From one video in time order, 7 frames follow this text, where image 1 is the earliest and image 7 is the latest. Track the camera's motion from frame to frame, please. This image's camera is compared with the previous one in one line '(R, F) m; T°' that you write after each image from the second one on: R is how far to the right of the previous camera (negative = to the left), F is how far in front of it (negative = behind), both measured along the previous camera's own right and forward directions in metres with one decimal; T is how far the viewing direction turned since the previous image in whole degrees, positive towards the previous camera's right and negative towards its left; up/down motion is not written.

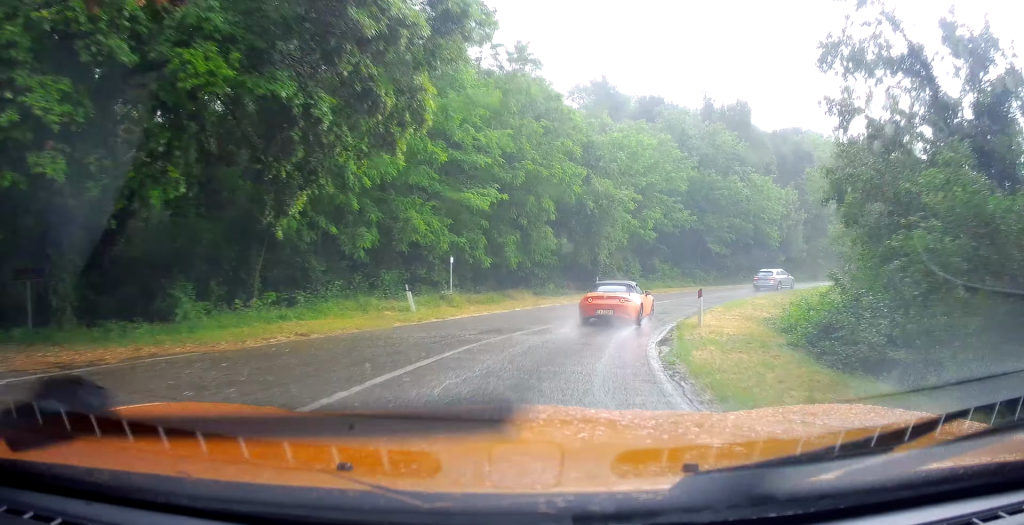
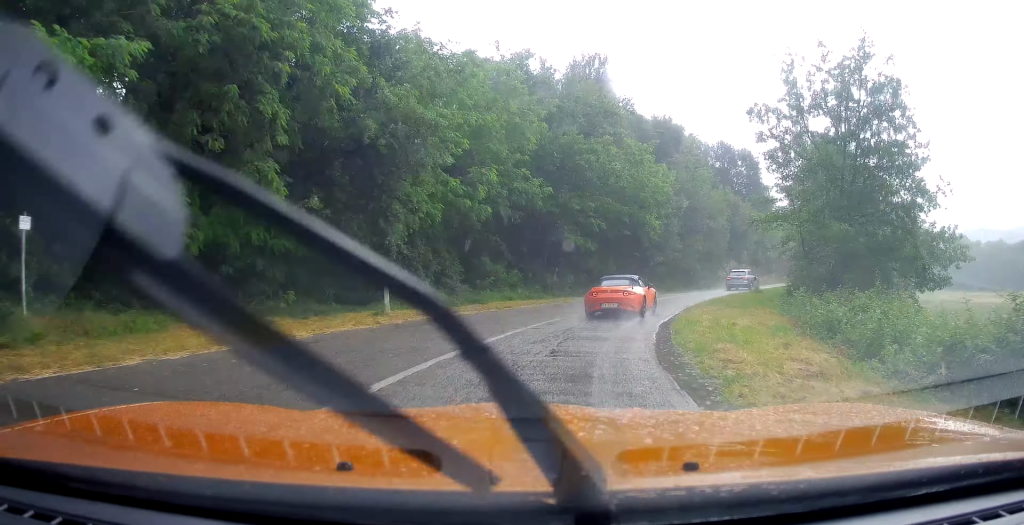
(-0.4, +16.8) m; -4°
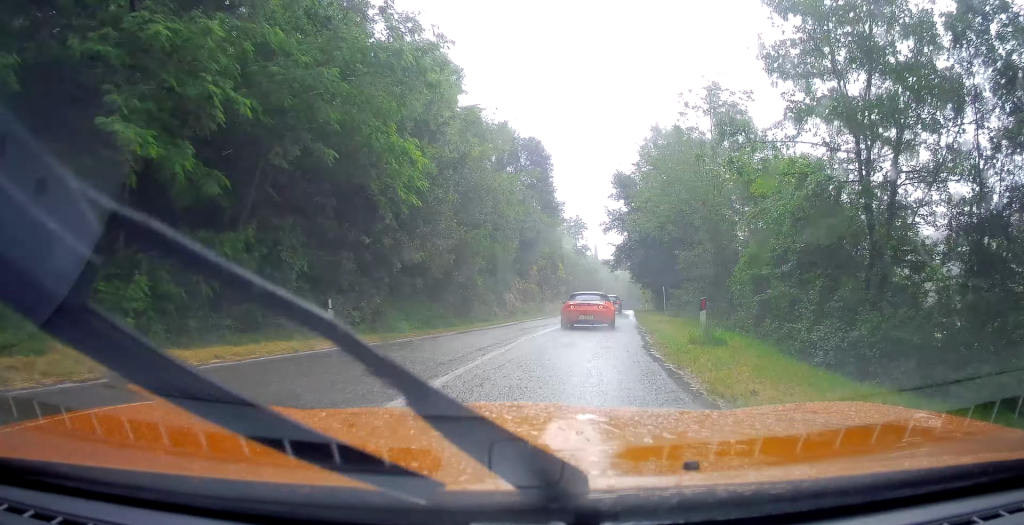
(+6.0, +20.1) m; +48°
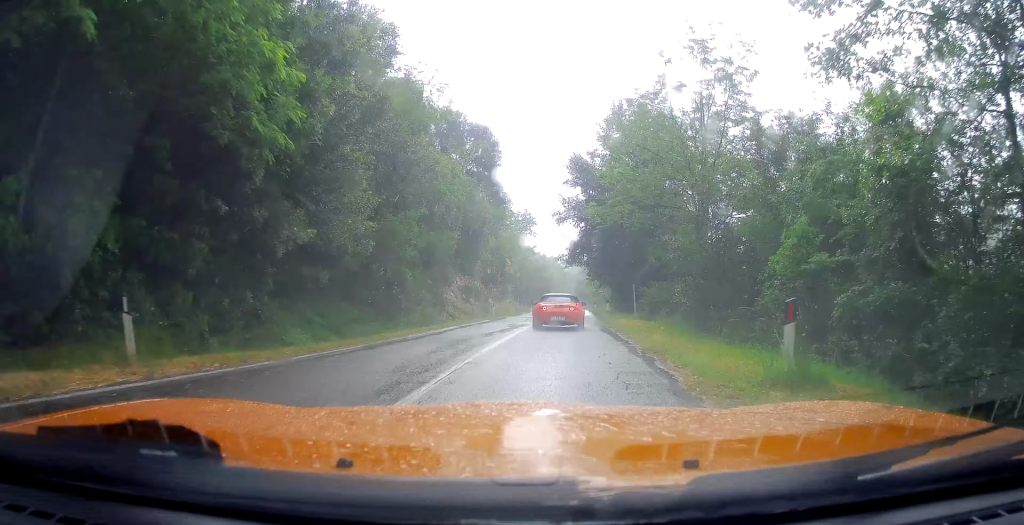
(+1.1, +6.0) m; +5°
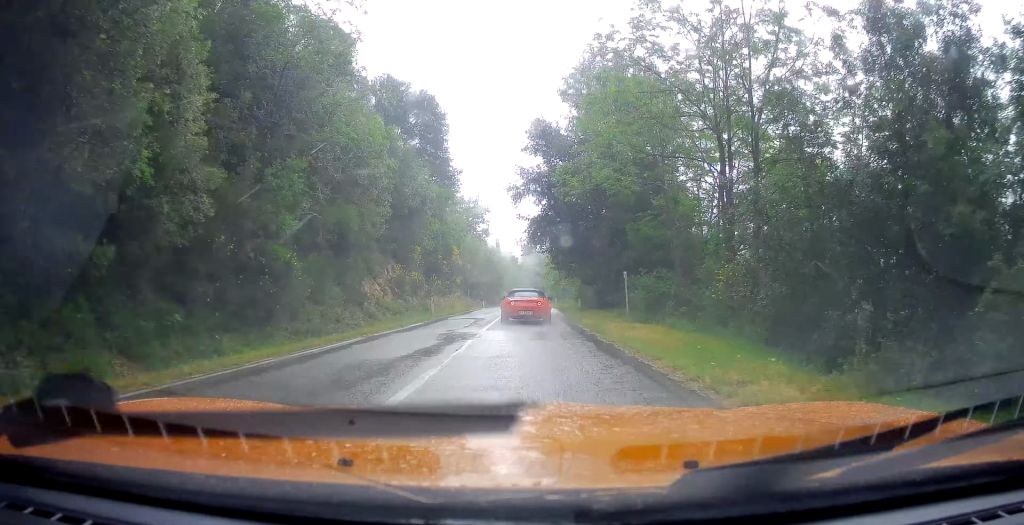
(+0.7, +8.9) m; +4°
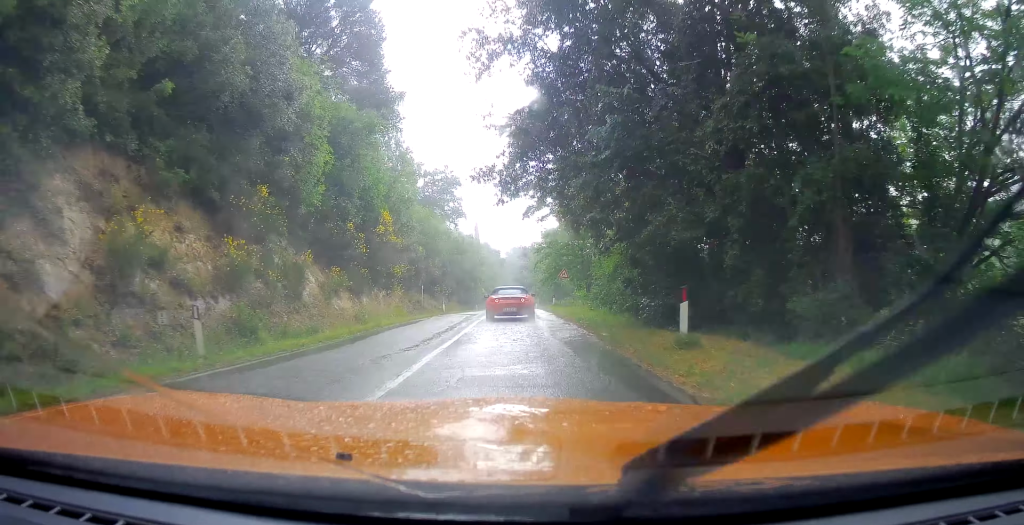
(-0.8, +23.1) m; -2°
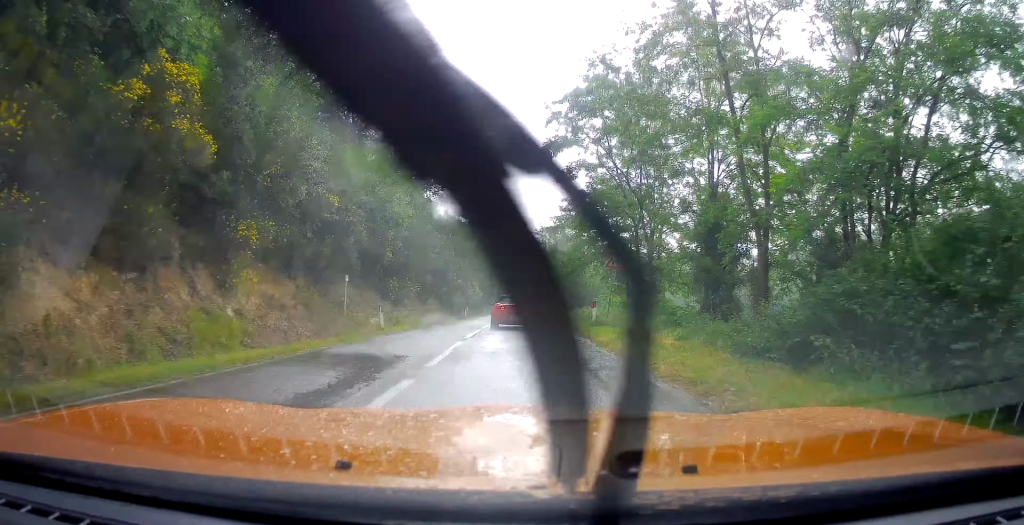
(+0.6, +20.4) m; +5°
